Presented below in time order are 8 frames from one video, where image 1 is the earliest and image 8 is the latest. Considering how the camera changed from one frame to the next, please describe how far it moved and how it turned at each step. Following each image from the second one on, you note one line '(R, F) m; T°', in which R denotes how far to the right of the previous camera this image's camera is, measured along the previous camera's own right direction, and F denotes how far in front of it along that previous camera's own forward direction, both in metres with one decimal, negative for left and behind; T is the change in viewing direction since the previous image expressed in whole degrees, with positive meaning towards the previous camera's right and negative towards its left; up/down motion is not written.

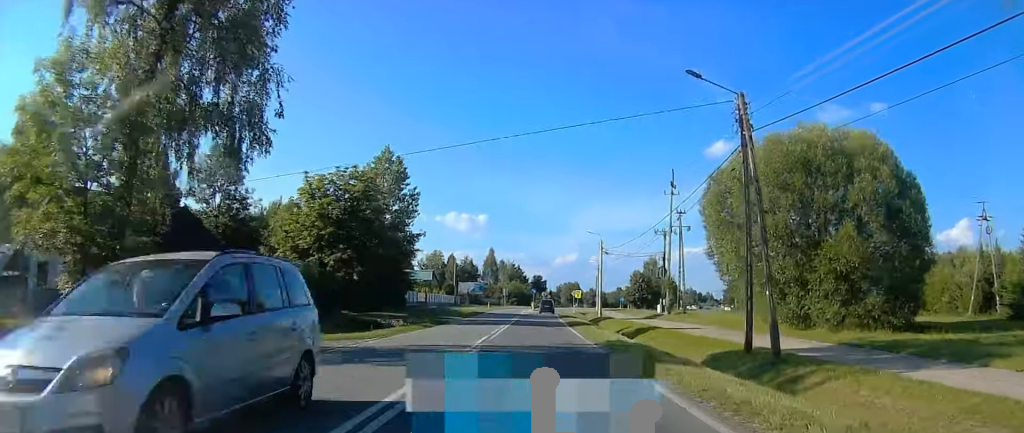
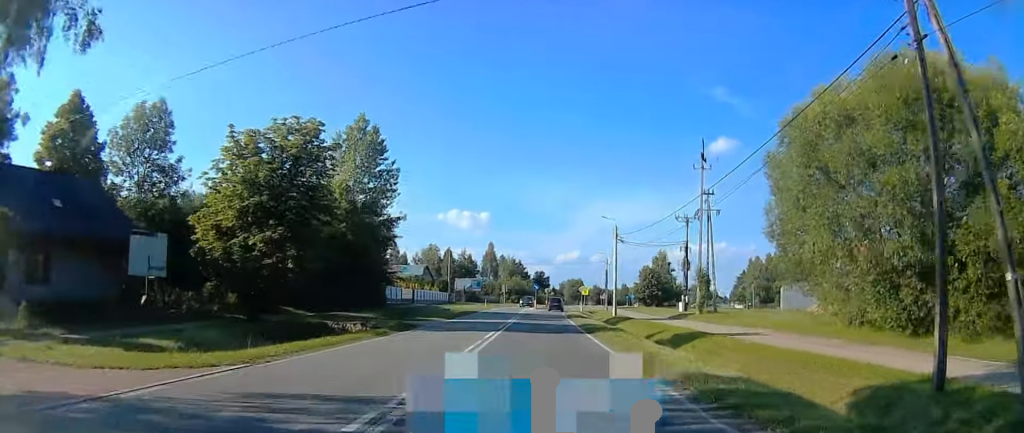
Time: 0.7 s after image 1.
(+0.1, +9.8) m; +1°
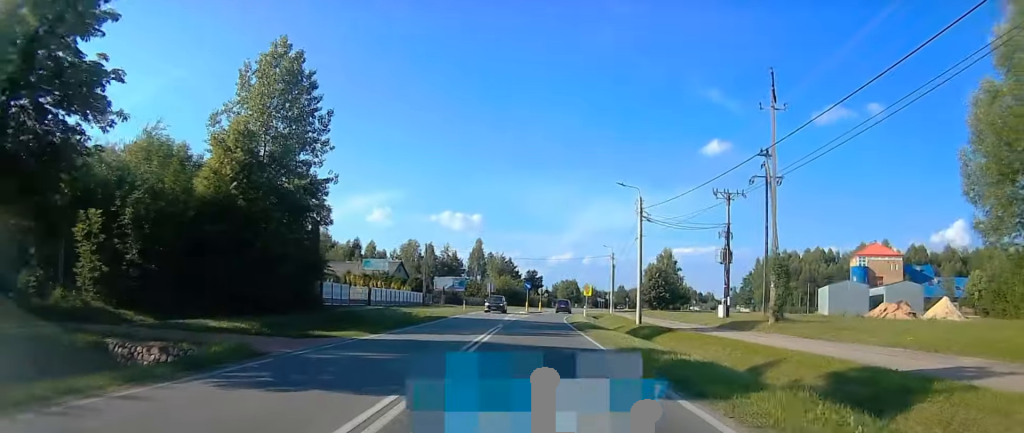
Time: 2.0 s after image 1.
(-0.2, +16.9) m; -1°
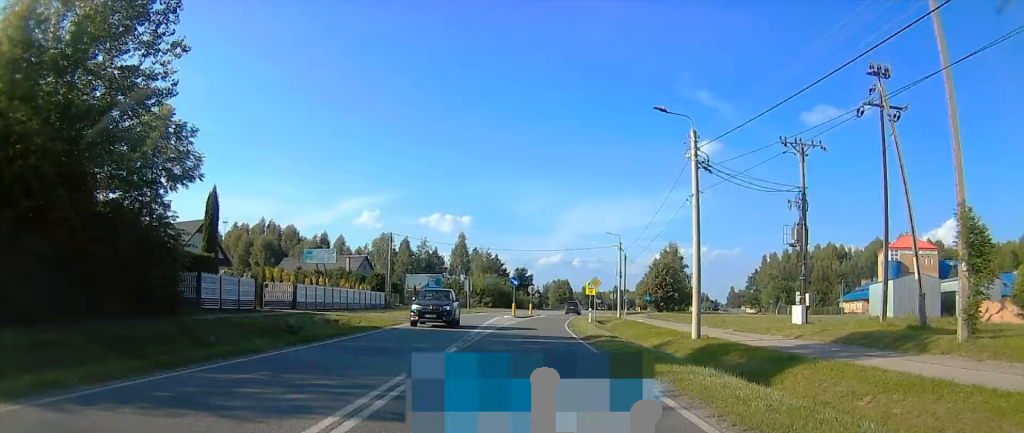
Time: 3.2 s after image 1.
(0.0, +16.6) m; +1°
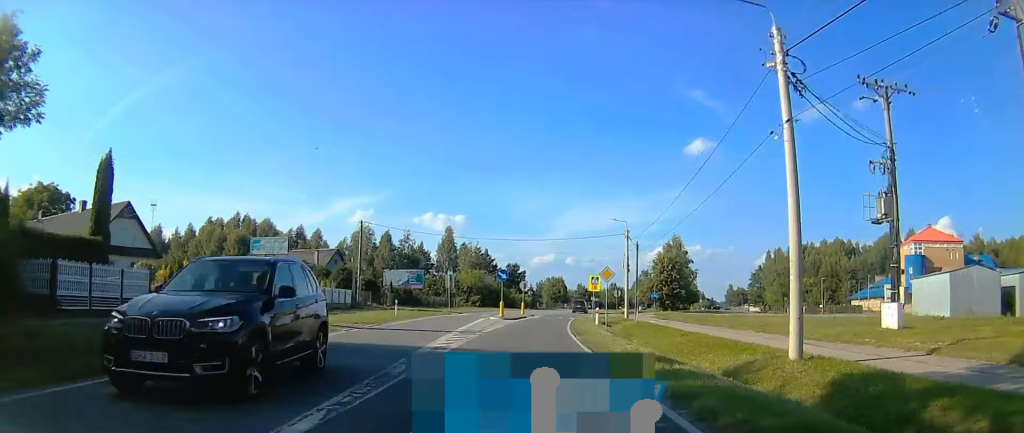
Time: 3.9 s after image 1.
(+0.1, +9.7) m; 0°
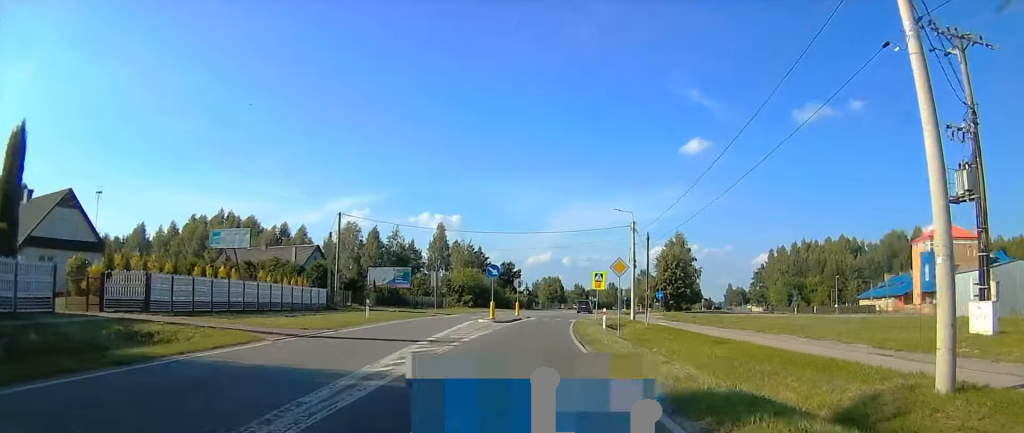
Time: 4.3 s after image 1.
(+0.1, +5.8) m; -1°
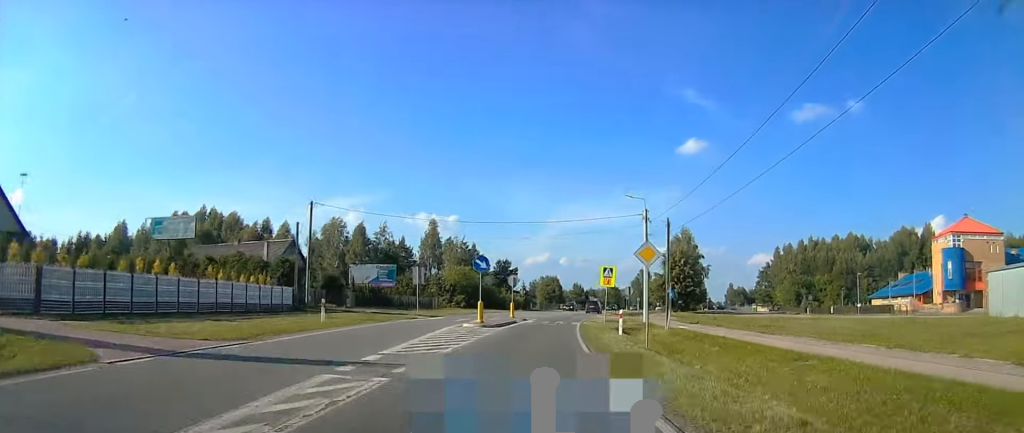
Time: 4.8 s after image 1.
(0.0, +7.0) m; 0°
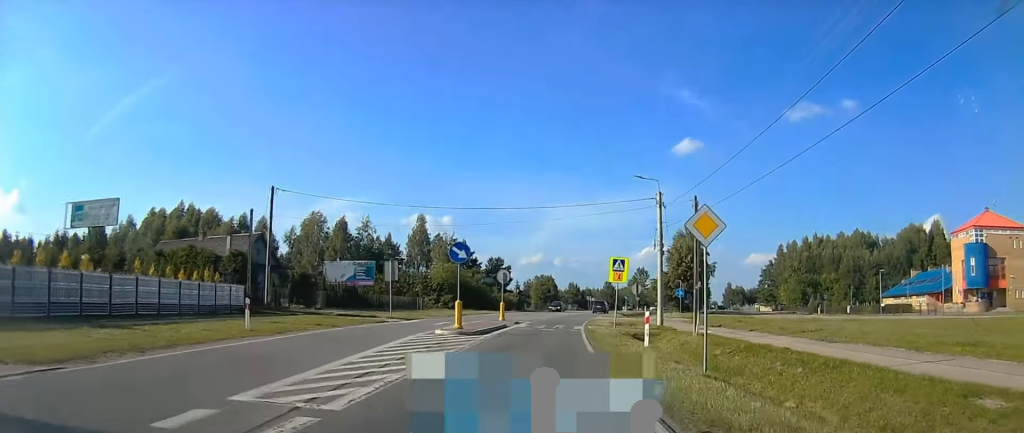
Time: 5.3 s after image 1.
(-0.2, +7.4) m; +1°
